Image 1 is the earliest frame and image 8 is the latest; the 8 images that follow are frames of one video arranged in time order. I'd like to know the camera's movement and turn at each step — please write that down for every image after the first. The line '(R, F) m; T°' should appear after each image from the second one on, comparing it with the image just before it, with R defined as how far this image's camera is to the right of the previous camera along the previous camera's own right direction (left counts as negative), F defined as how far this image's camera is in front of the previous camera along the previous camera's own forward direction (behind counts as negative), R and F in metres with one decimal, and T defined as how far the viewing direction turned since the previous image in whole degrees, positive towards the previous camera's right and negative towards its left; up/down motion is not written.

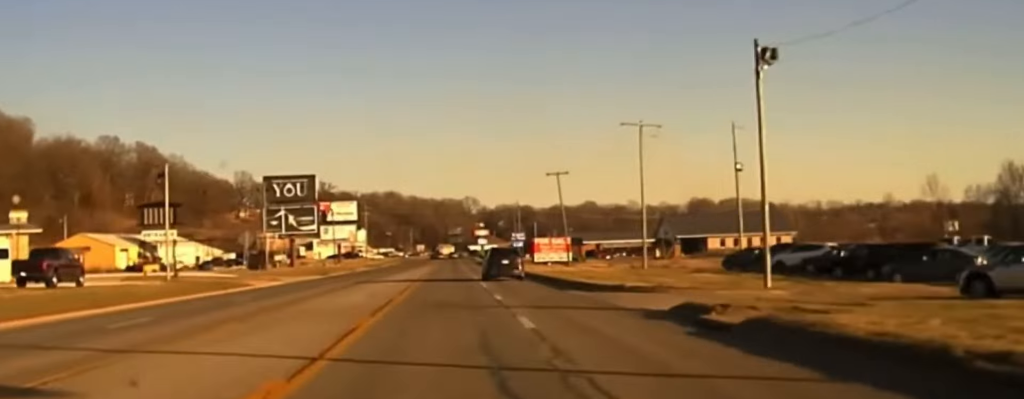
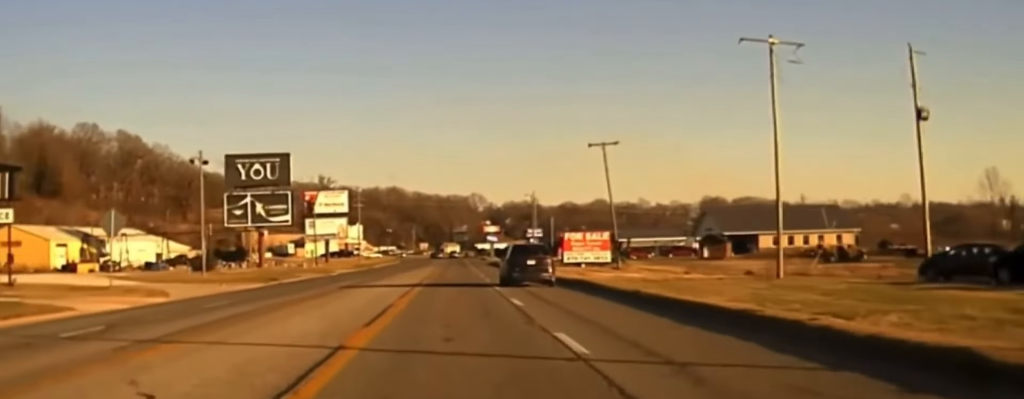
(-0.1, +26.5) m; 0°
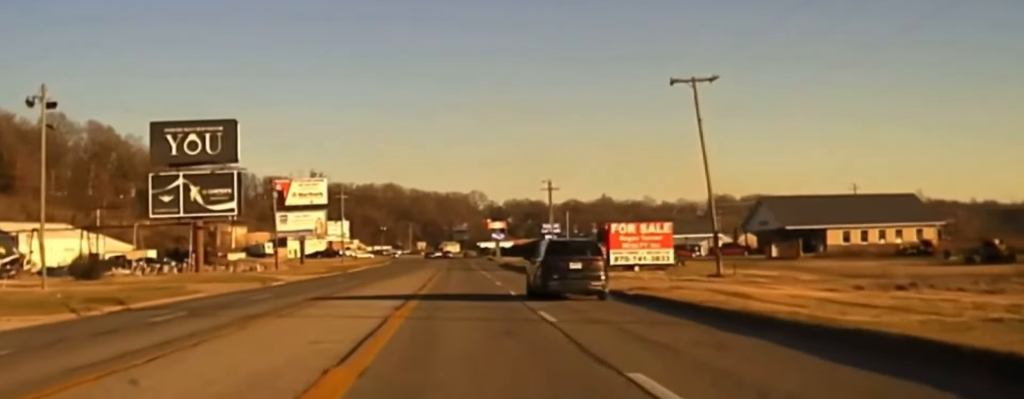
(-0.1, +25.8) m; 0°
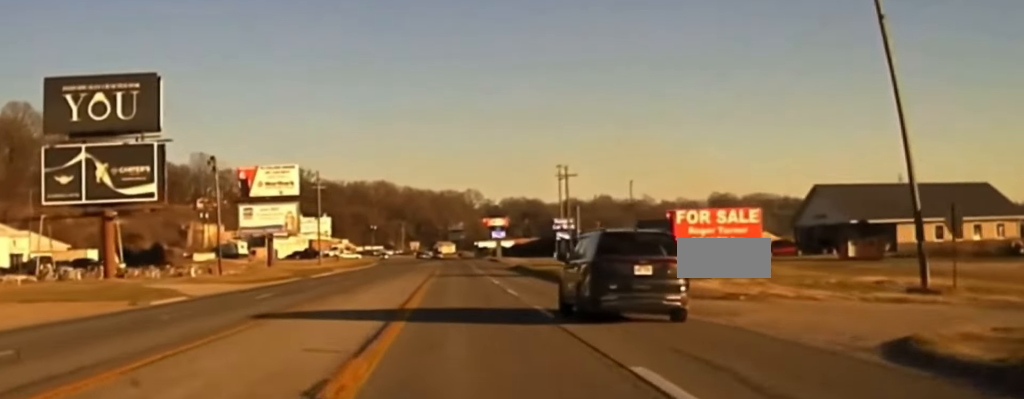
(0.0, +21.2) m; 0°
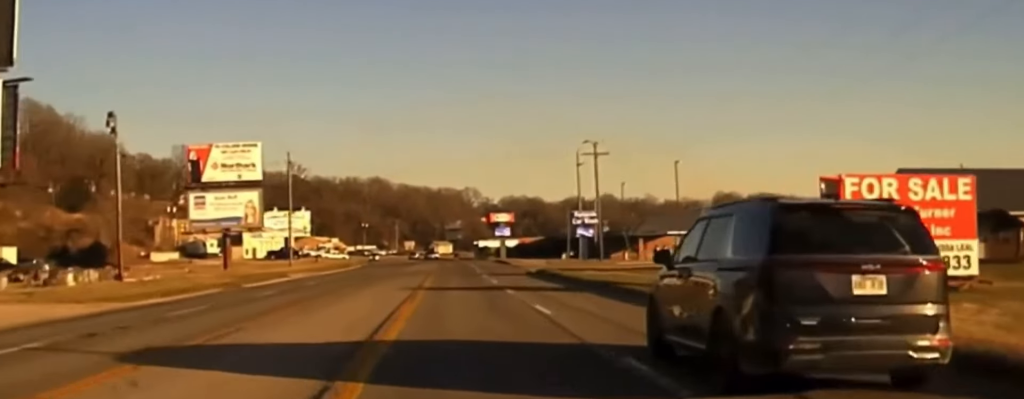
(0.0, +21.7) m; +1°
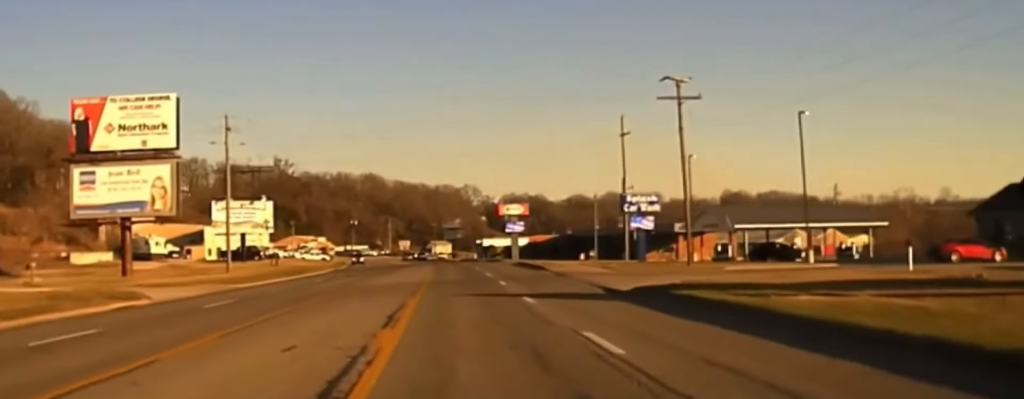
(+0.3, +33.3) m; 0°
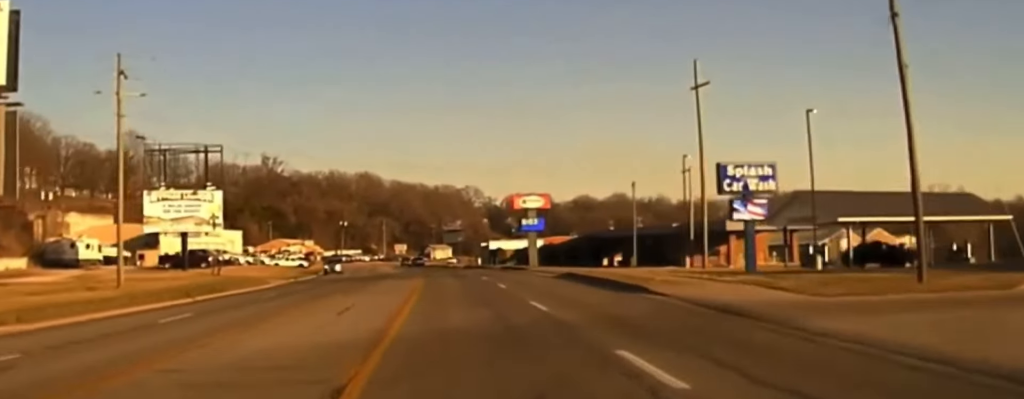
(-0.3, +30.5) m; 0°
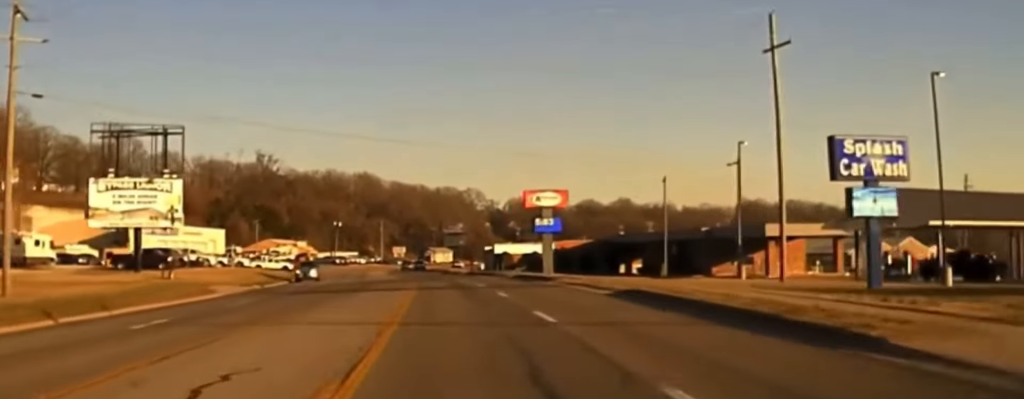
(+0.1, +16.9) m; 0°
